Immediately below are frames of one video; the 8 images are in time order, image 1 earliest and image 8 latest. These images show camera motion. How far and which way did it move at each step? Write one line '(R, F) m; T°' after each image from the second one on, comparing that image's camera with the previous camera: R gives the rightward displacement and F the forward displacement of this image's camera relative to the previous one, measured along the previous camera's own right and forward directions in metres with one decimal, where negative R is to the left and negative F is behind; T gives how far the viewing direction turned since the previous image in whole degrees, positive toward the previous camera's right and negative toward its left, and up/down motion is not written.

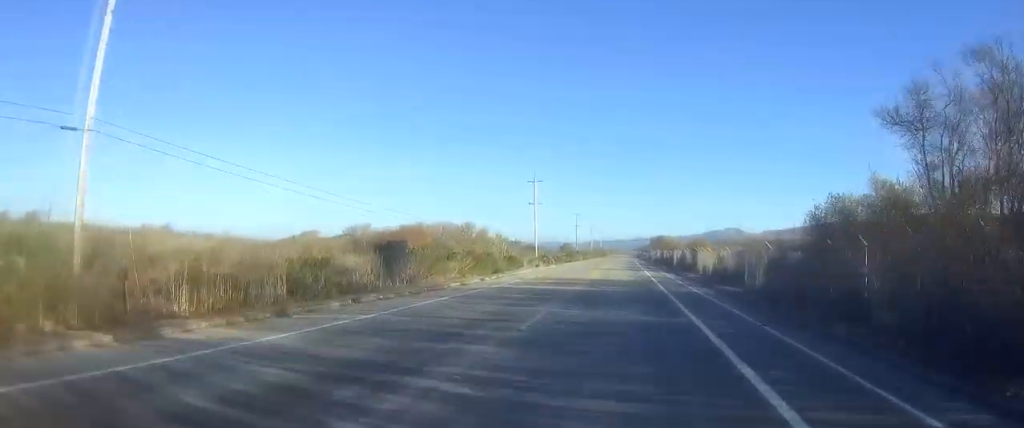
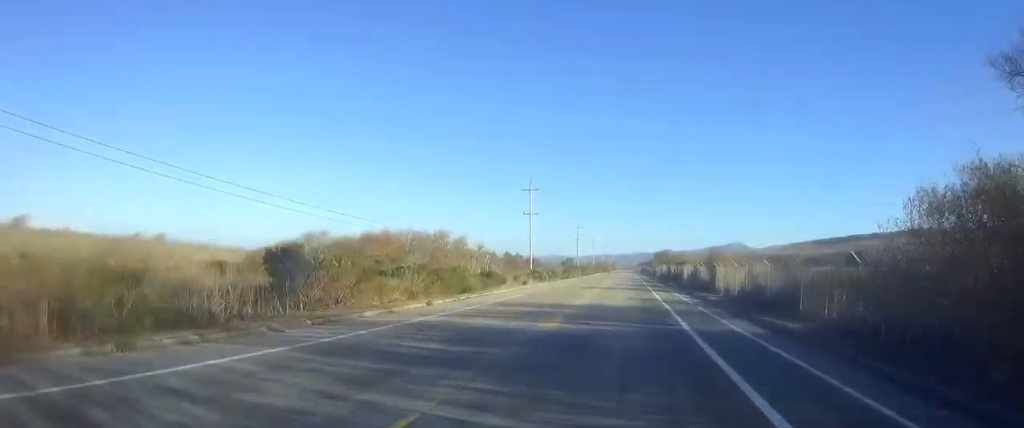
(0.0, +10.9) m; 0°
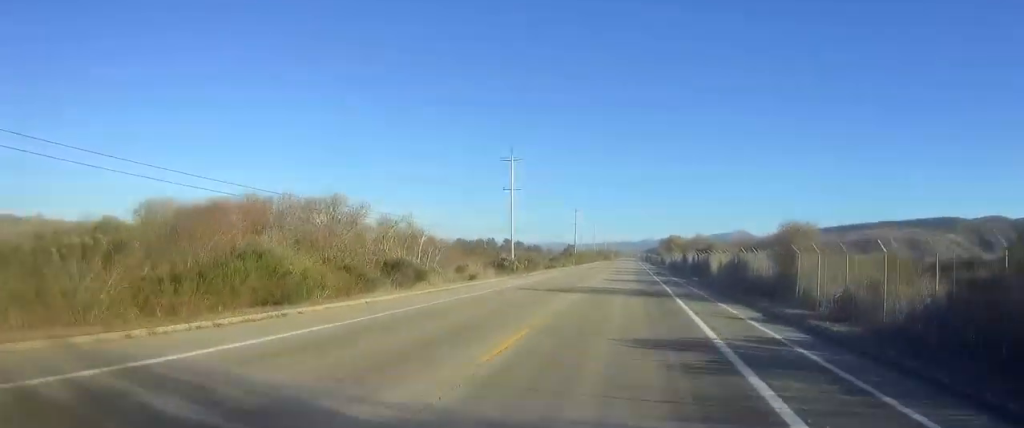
(0.0, +22.6) m; 0°
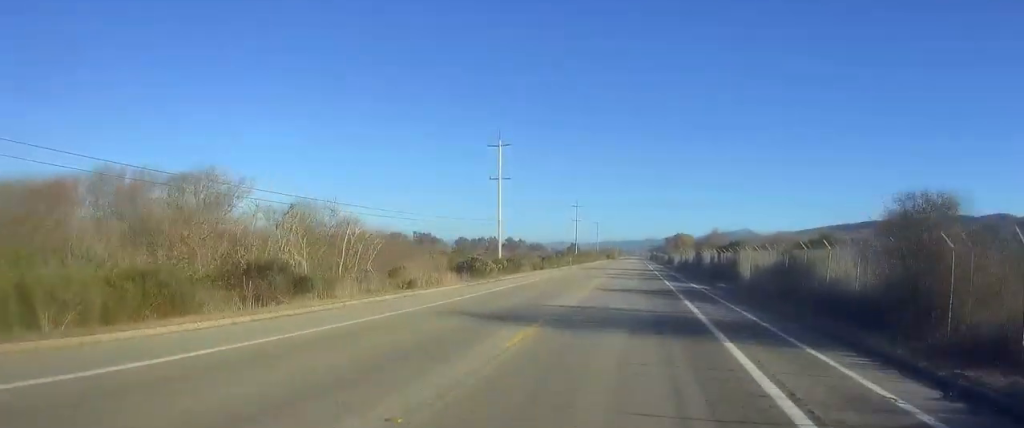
(0.0, +12.6) m; 0°
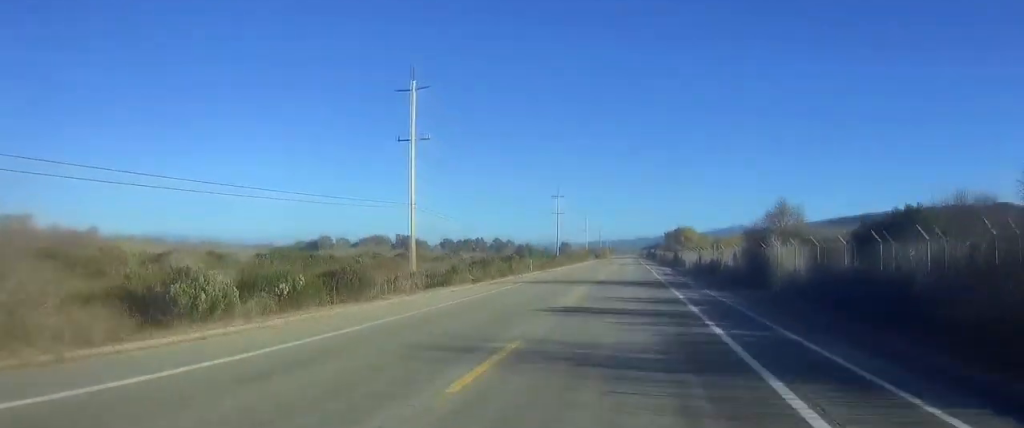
(+0.3, +33.0) m; +1°
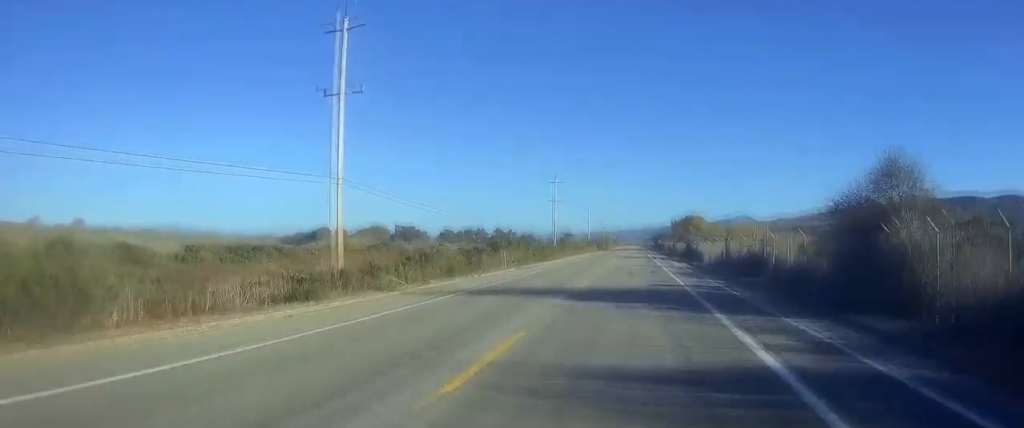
(+0.1, +15.3) m; 0°
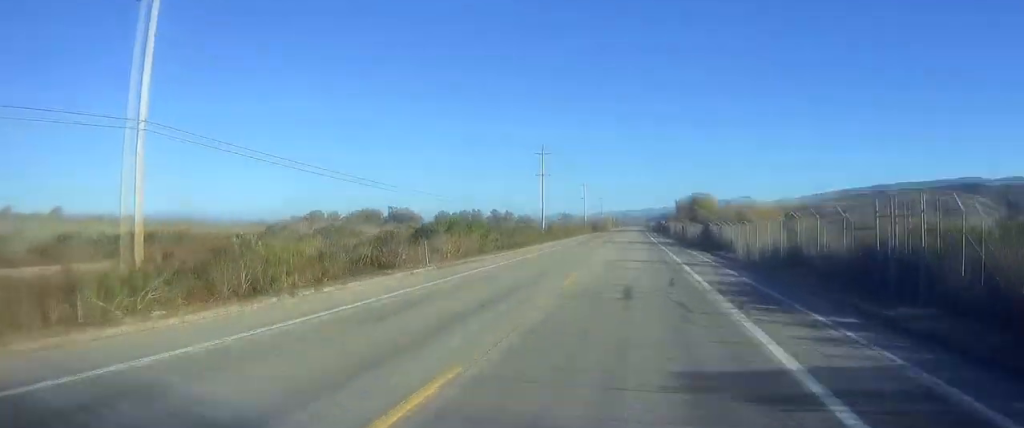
(-0.1, +18.7) m; -1°
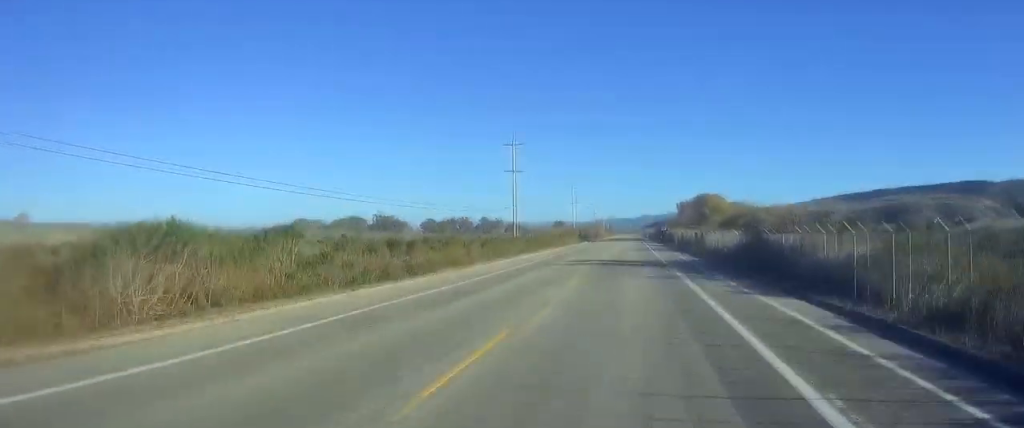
(-0.1, +24.9) m; 0°
